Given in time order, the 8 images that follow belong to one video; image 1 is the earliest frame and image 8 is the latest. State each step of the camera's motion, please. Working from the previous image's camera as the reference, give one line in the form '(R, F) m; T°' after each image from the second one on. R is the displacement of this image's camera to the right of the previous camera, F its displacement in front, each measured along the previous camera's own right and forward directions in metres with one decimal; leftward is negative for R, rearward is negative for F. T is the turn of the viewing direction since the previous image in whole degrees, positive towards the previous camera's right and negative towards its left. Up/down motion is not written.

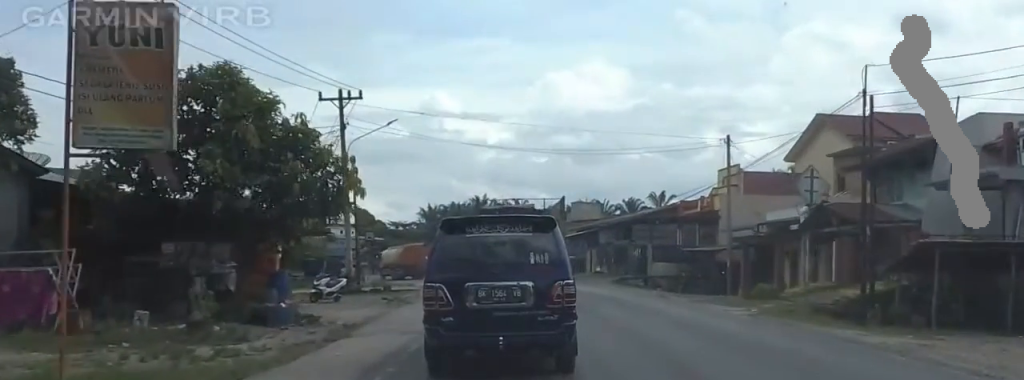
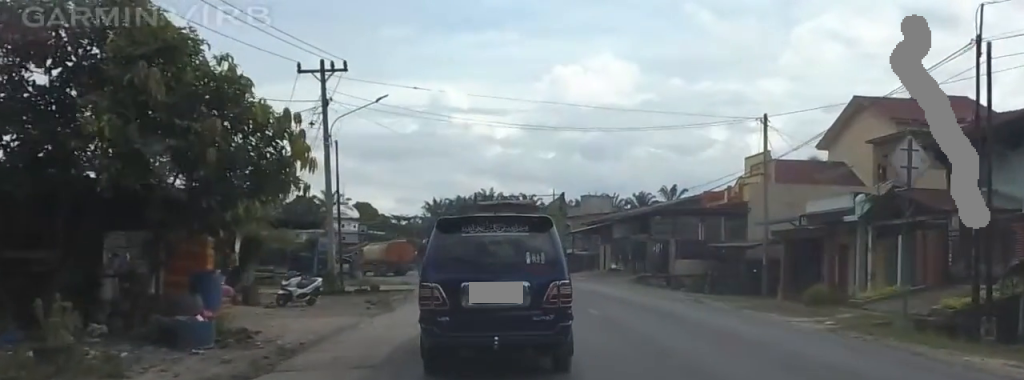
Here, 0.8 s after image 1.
(0.0, +5.7) m; 0°
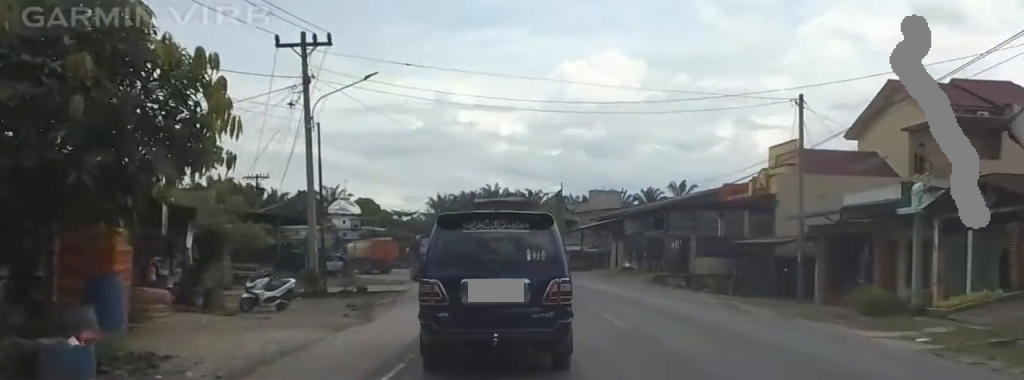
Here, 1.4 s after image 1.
(0.0, +4.4) m; 0°
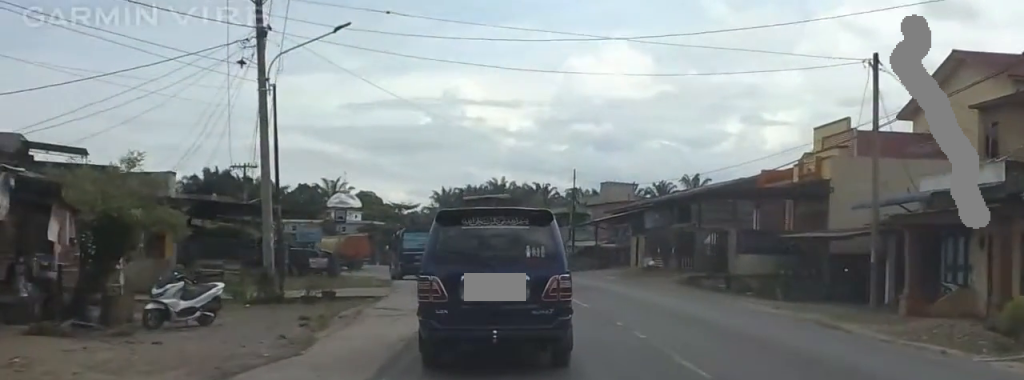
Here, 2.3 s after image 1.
(0.0, +7.3) m; 0°
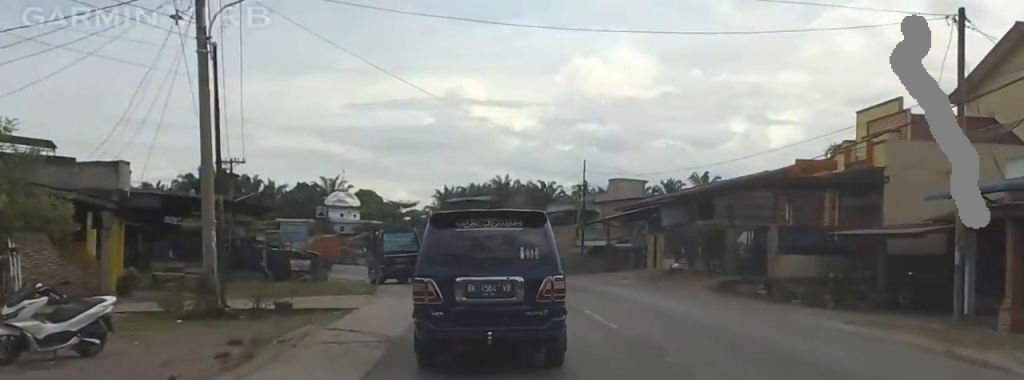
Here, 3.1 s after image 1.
(0.0, +5.6) m; 0°
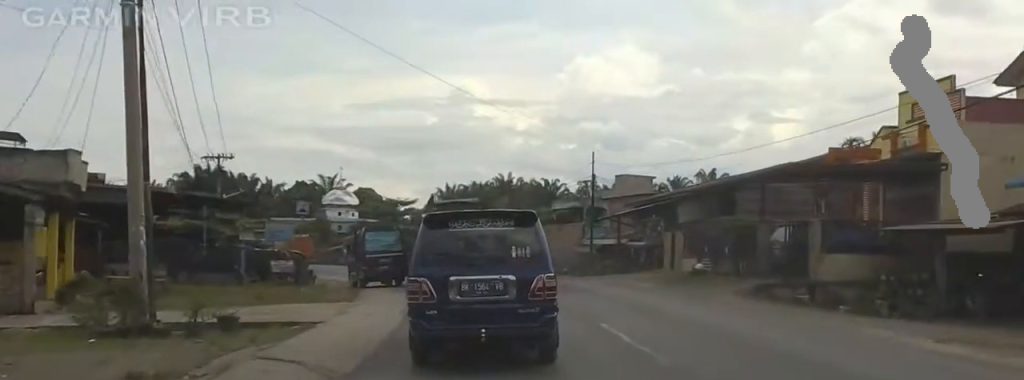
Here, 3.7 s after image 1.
(0.0, +4.4) m; 0°
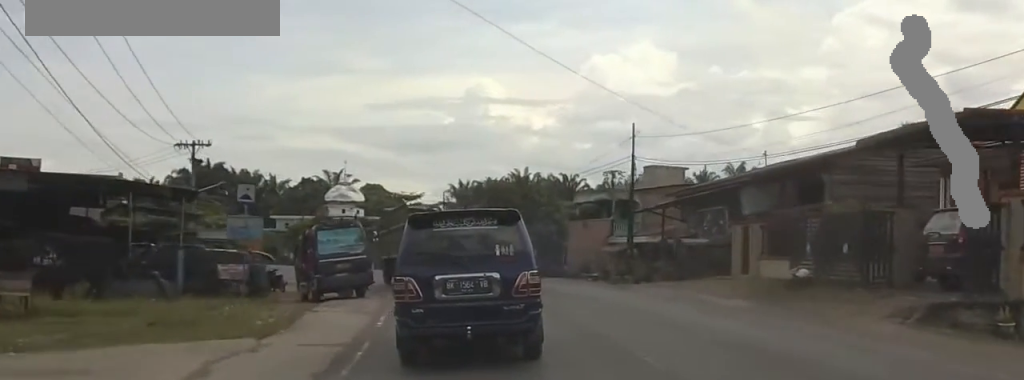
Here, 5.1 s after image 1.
(0.0, +10.4) m; -1°
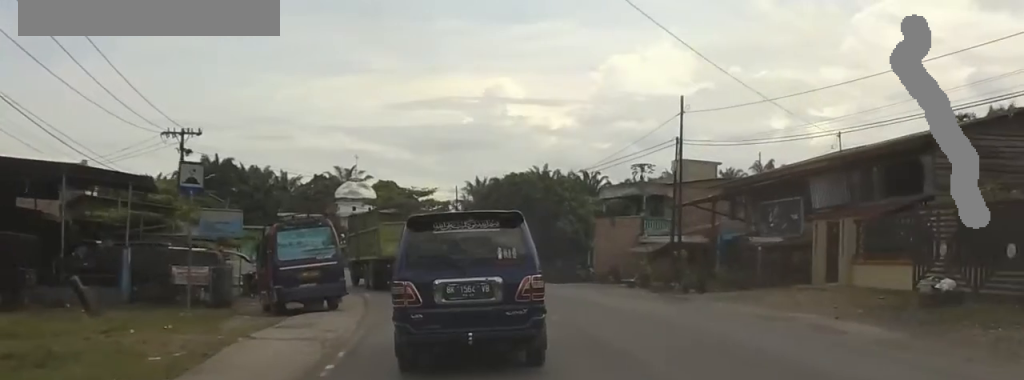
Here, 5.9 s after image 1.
(-0.1, +6.5) m; -4°
